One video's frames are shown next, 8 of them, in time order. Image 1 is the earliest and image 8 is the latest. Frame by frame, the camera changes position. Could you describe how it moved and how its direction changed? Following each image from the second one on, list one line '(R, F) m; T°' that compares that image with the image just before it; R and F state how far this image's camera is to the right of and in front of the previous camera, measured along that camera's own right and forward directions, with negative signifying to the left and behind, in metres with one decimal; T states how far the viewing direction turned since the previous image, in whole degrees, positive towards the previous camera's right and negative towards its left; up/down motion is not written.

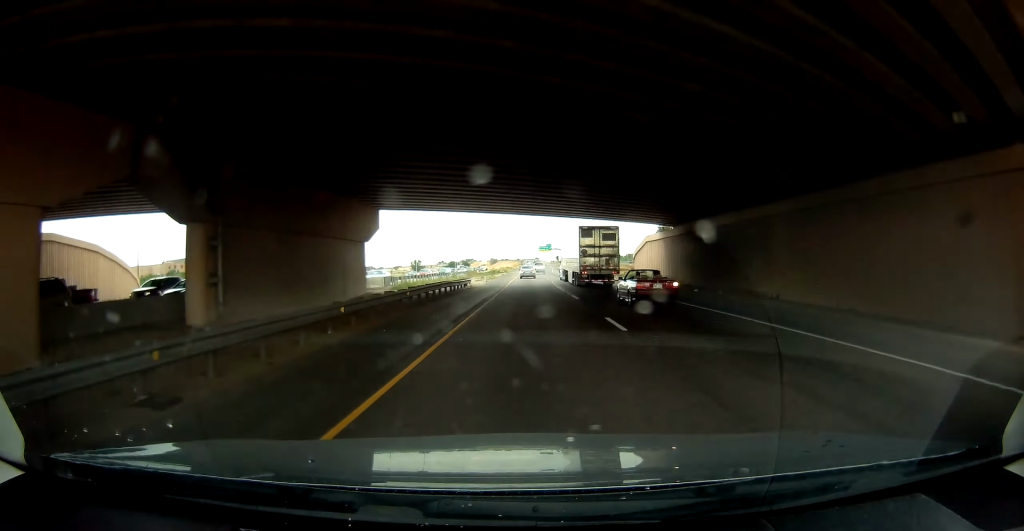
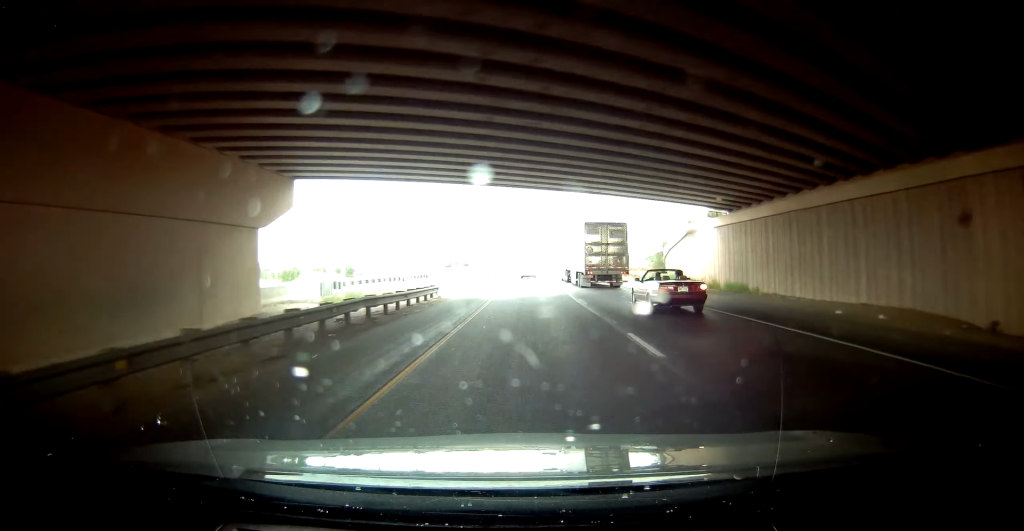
(-0.1, +15.5) m; 0°
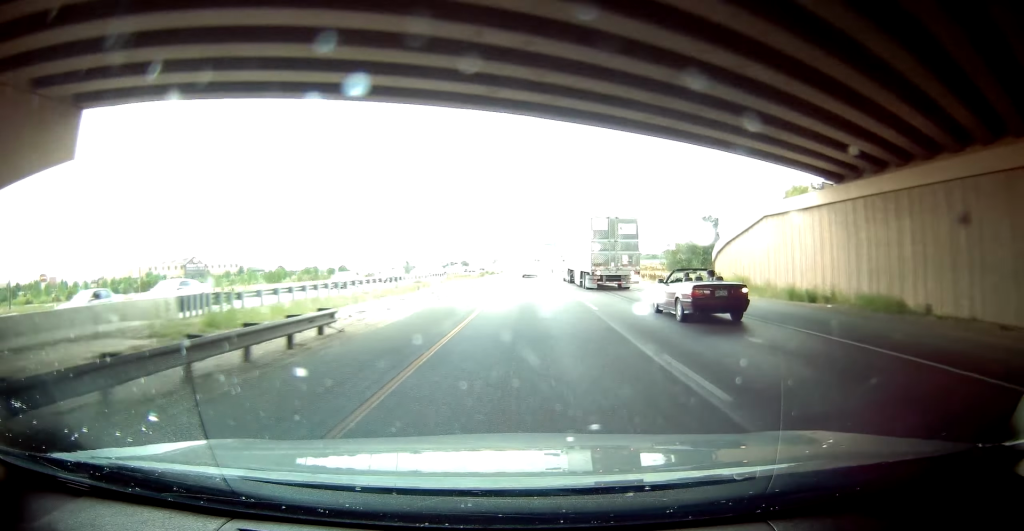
(+0.3, +15.0) m; 0°
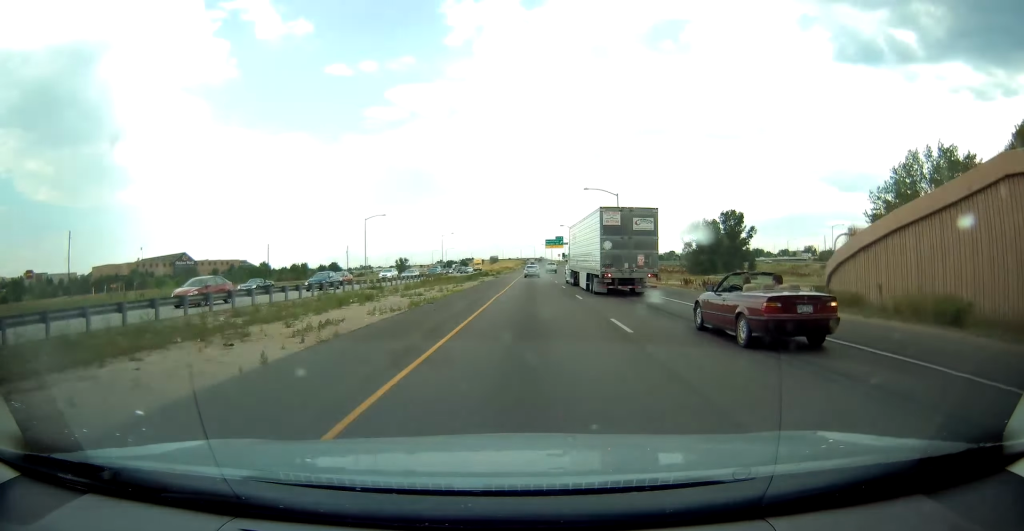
(0.0, +18.0) m; -1°
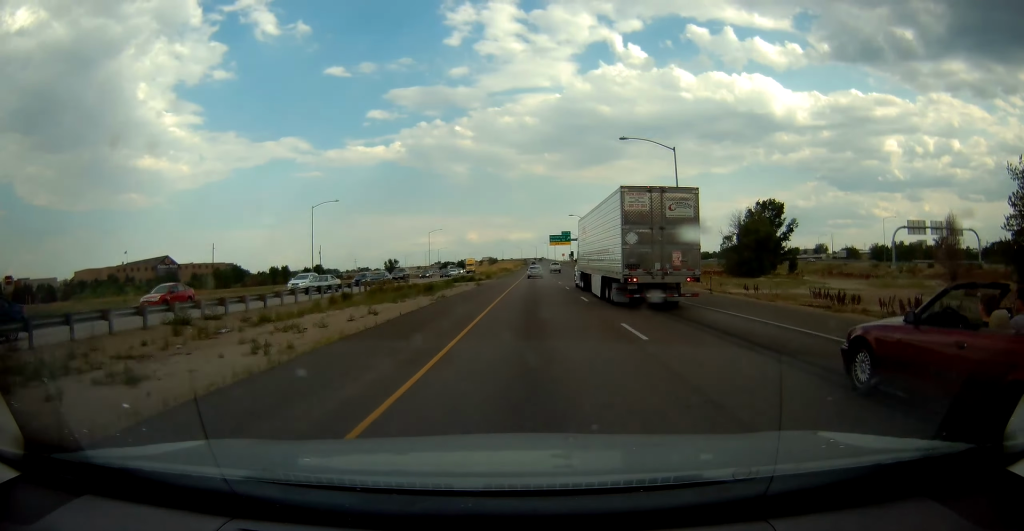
(-0.4, +25.8) m; -1°
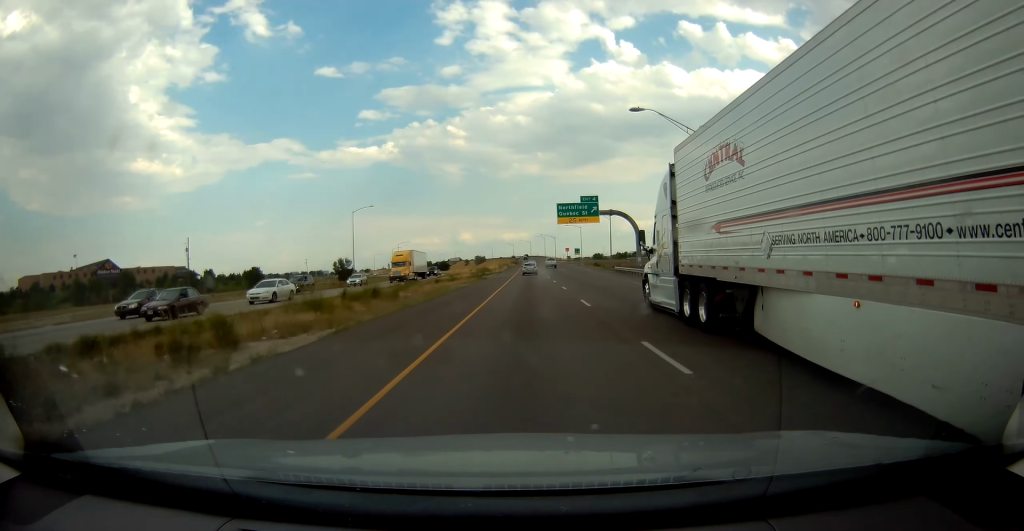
(+0.2, +66.0) m; 0°
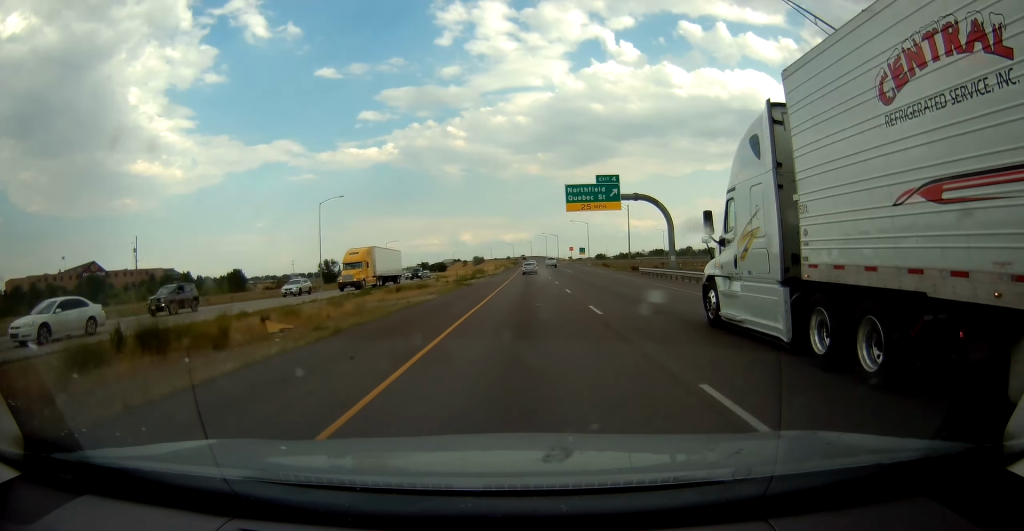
(-0.1, +16.1) m; 0°
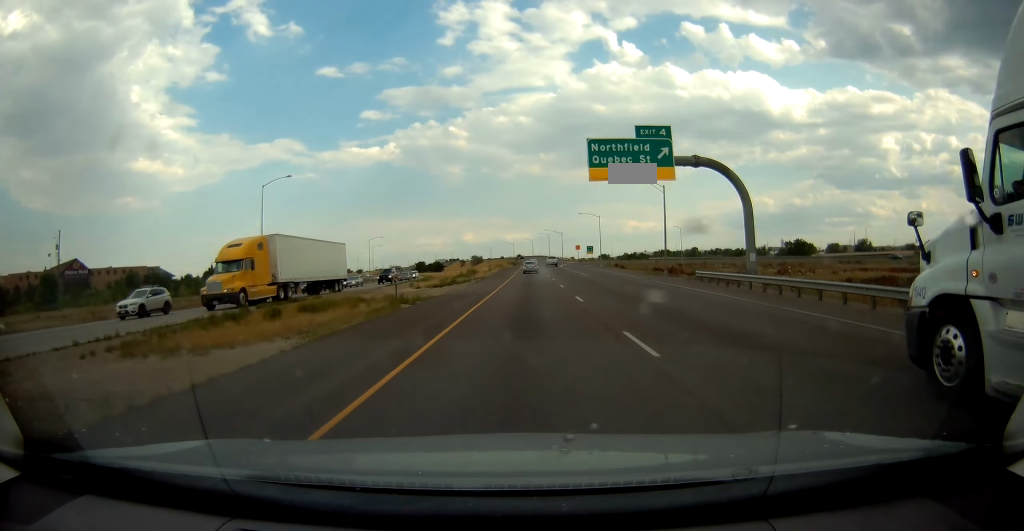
(+0.4, +19.2) m; 0°
